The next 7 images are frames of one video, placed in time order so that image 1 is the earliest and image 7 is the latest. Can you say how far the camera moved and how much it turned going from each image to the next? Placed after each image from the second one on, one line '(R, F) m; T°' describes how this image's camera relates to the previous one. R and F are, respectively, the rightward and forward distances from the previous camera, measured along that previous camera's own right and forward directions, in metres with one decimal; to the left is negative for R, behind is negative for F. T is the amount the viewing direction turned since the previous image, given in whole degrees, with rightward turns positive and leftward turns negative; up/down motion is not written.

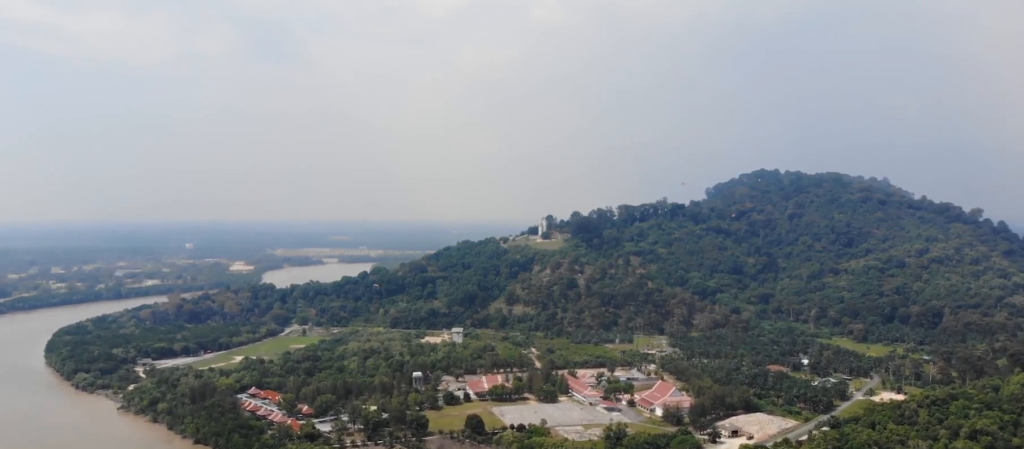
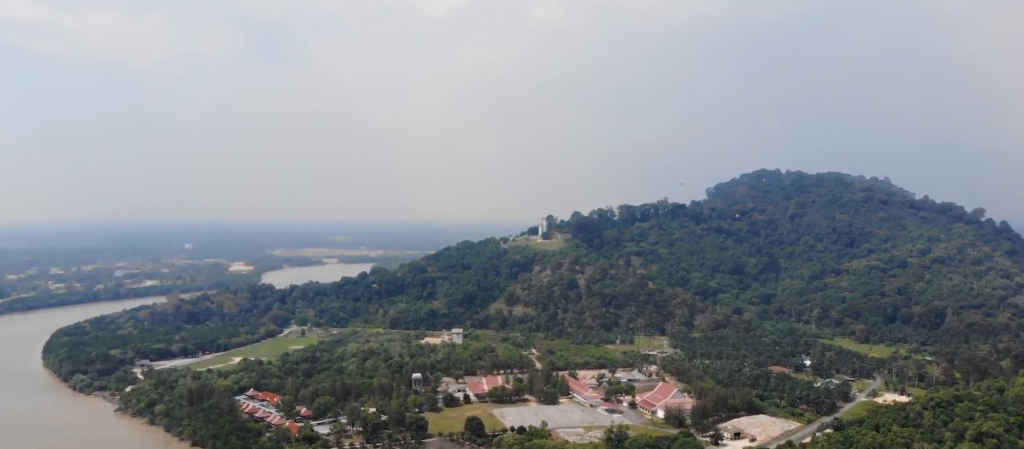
(0.0, +5.6) m; 0°
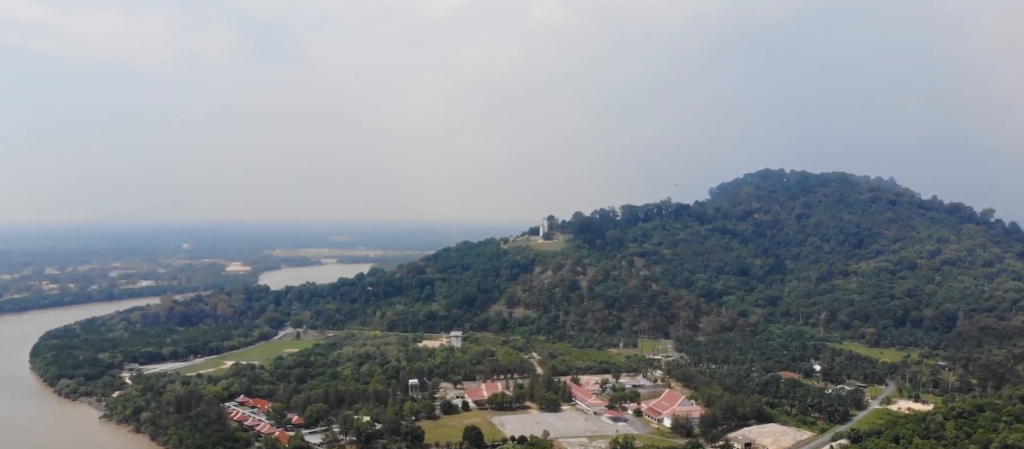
(0.0, +25.4) m; 0°
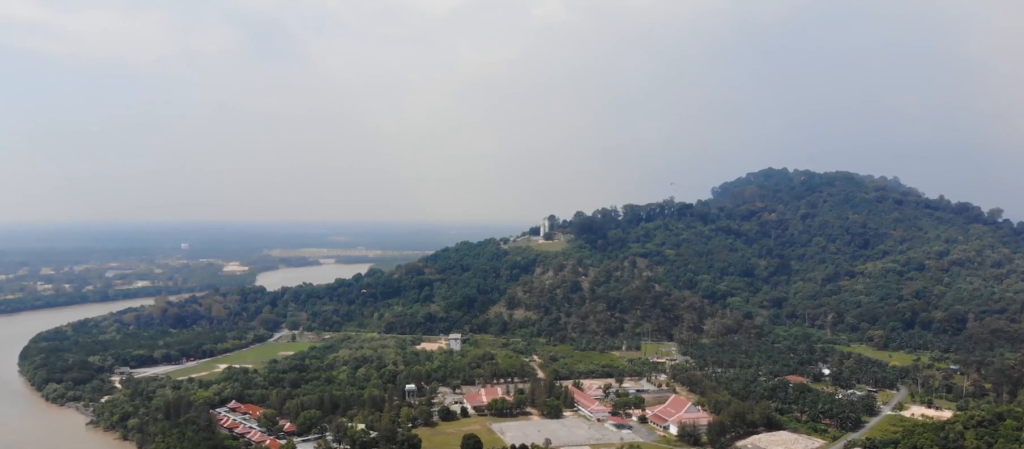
(0.0, +21.6) m; 0°
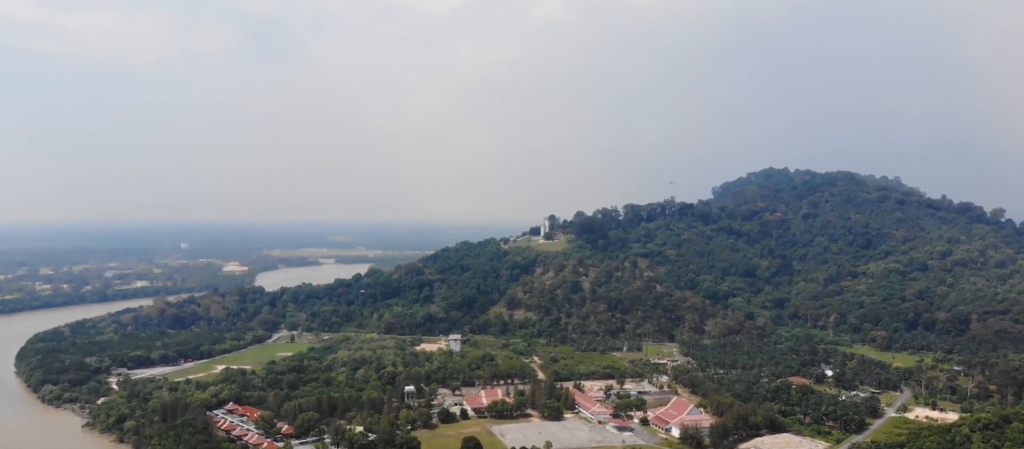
(0.0, +6.5) m; 0°
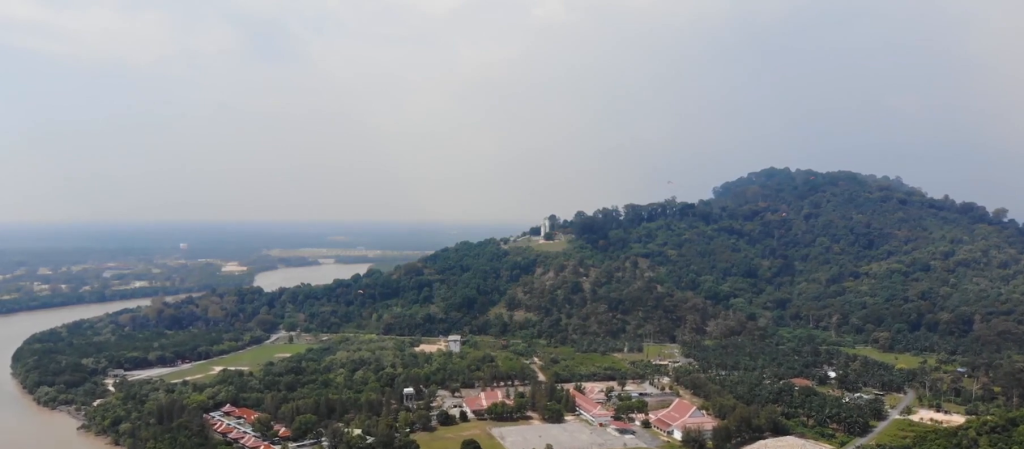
(0.0, +6.9) m; 0°
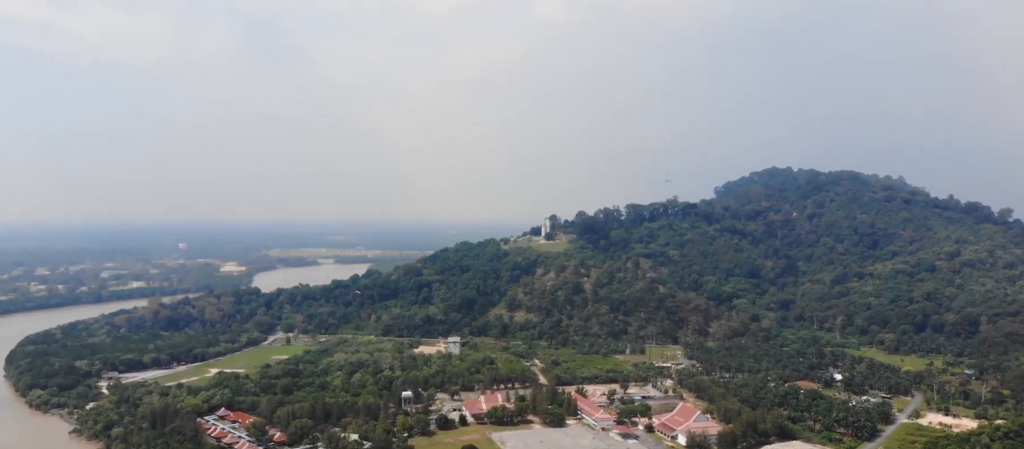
(0.0, +12.6) m; 0°
